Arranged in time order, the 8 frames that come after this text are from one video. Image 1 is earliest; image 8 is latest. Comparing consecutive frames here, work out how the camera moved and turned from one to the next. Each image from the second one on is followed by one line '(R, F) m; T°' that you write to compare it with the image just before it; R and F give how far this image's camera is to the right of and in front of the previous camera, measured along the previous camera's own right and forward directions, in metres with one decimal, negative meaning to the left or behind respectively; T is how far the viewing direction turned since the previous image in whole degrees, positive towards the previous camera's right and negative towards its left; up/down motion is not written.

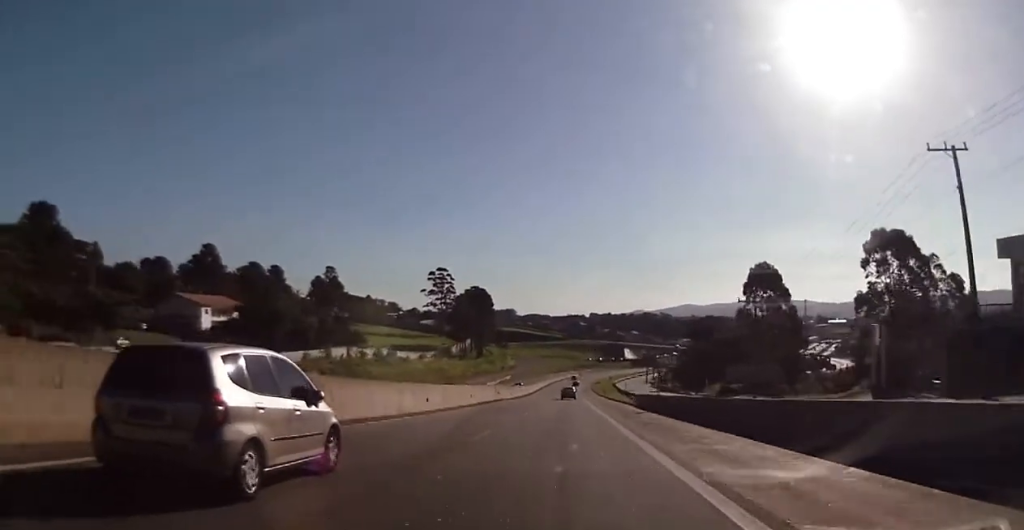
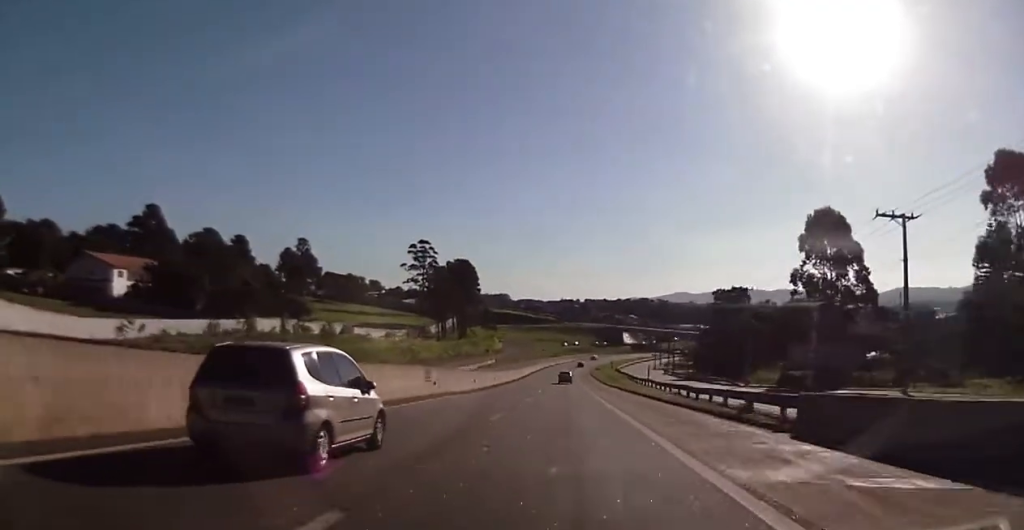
(0.0, +29.9) m; +2°
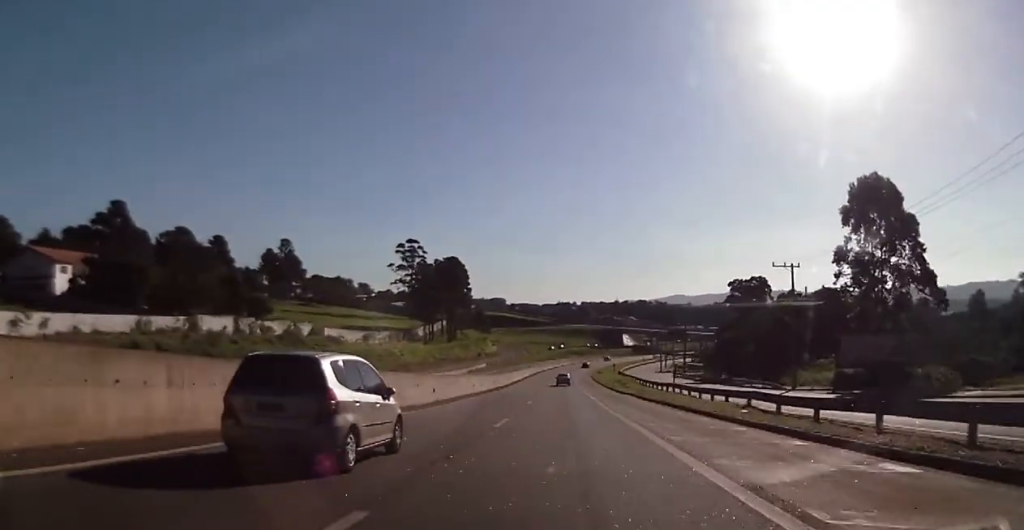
(+0.2, +15.1) m; +2°
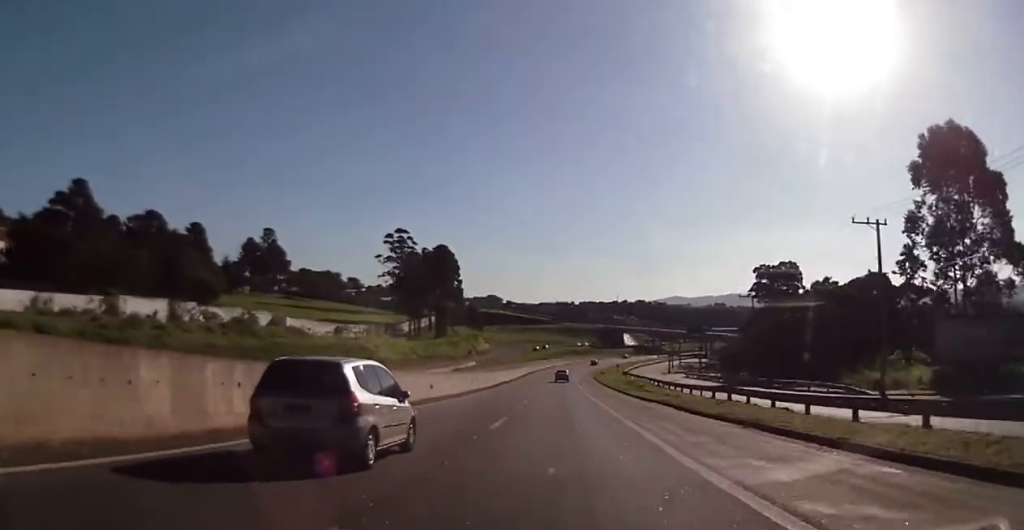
(+0.4, +16.3) m; 0°
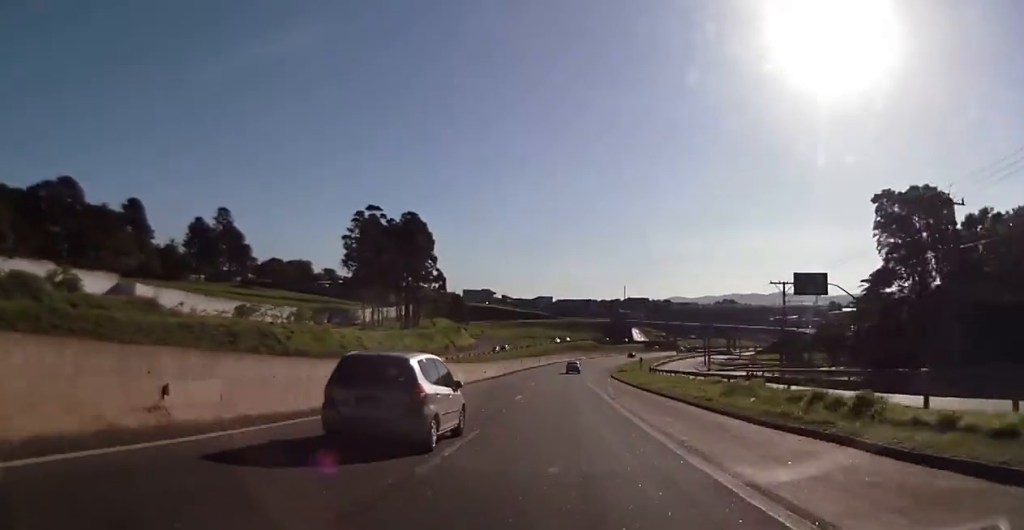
(-0.4, +39.7) m; -1°
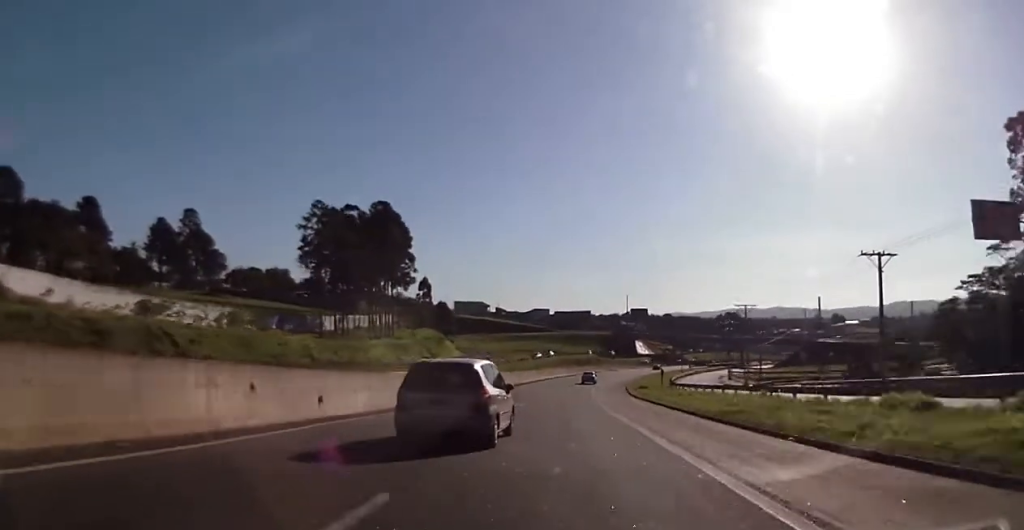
(0.0, +22.0) m; 0°
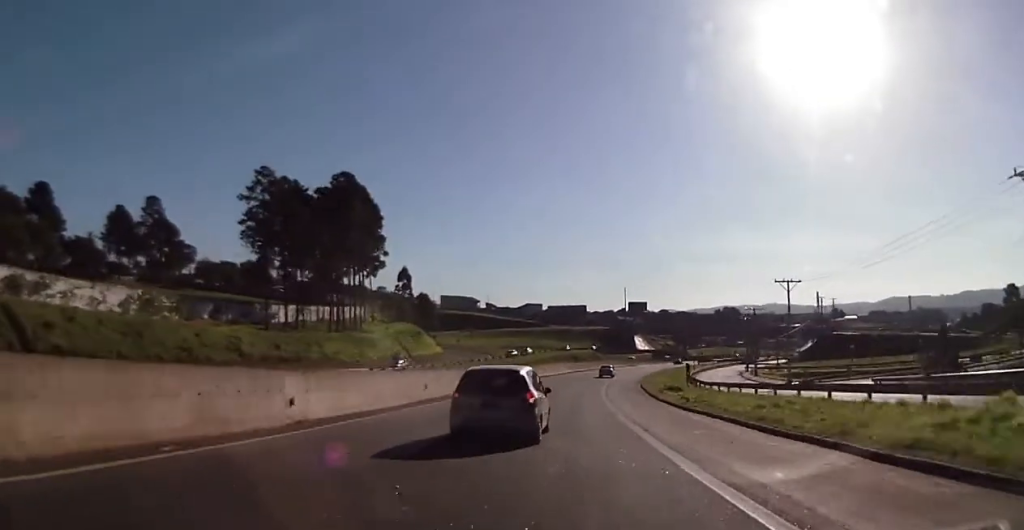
(-0.1, +19.0) m; +1°
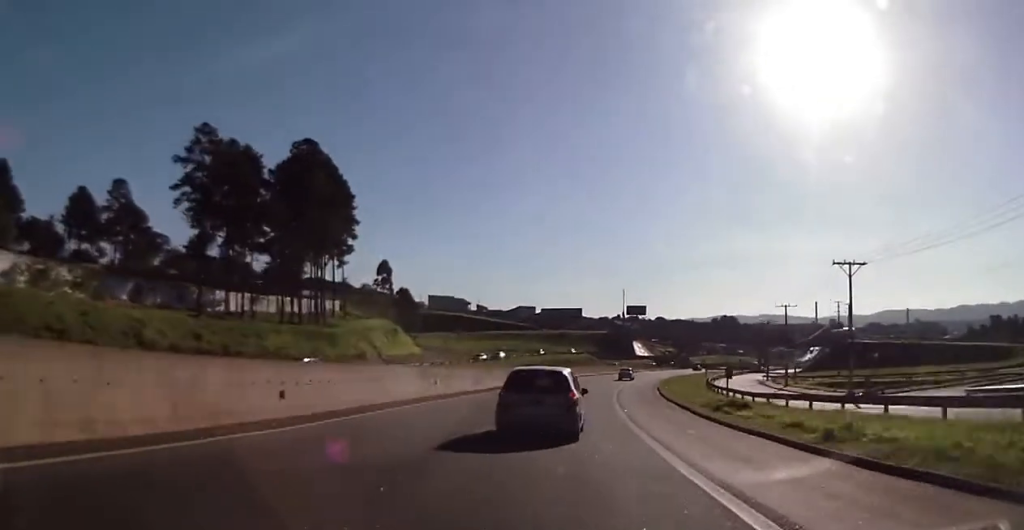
(+0.4, +16.8) m; 0°
